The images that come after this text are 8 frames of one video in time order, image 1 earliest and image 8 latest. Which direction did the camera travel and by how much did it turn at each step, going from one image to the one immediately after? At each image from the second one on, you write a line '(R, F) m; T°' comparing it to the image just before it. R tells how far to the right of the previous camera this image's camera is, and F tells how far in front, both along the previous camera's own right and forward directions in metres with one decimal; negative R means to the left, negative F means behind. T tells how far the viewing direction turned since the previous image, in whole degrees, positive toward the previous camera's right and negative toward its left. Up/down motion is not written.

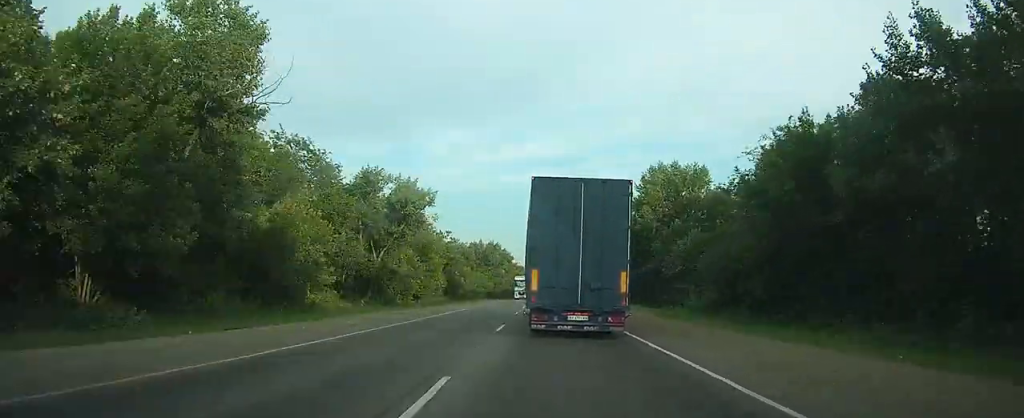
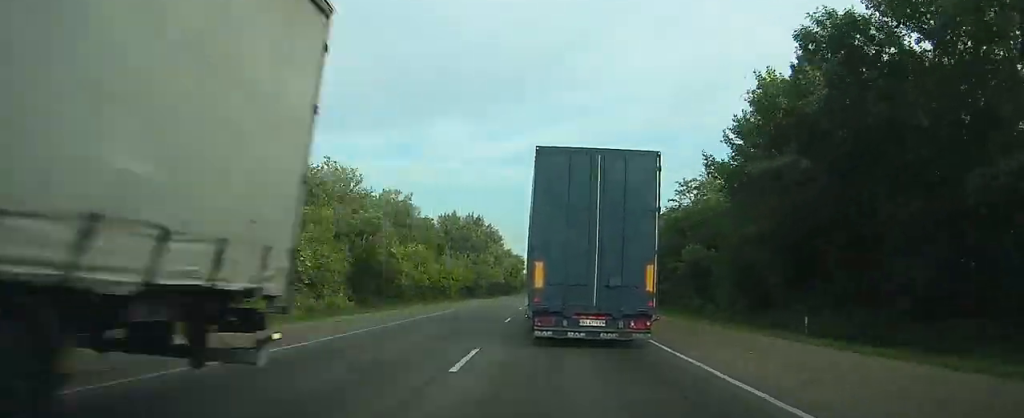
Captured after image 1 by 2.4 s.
(0.0, +63.0) m; 0°
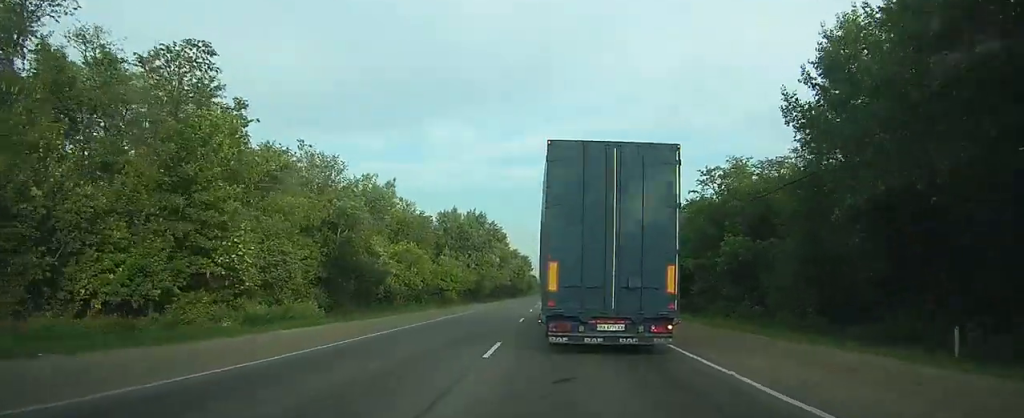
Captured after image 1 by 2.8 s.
(-0.1, +11.5) m; 0°
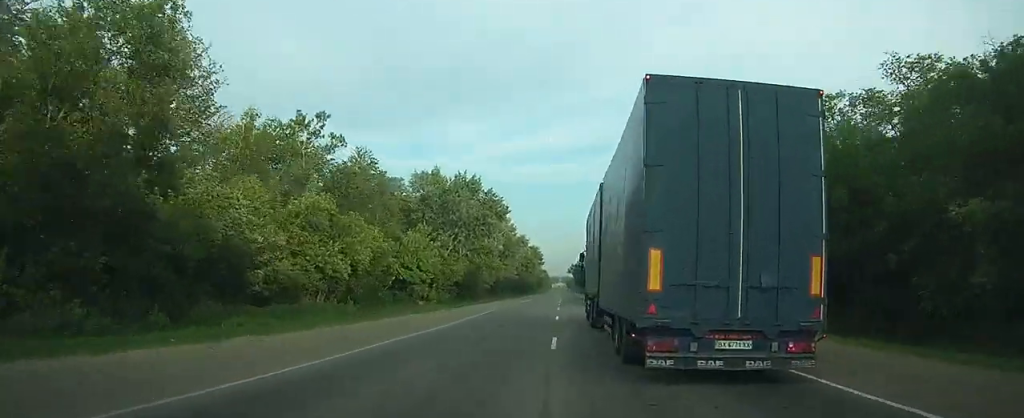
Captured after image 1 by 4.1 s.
(+0.7, +38.5) m; +2°
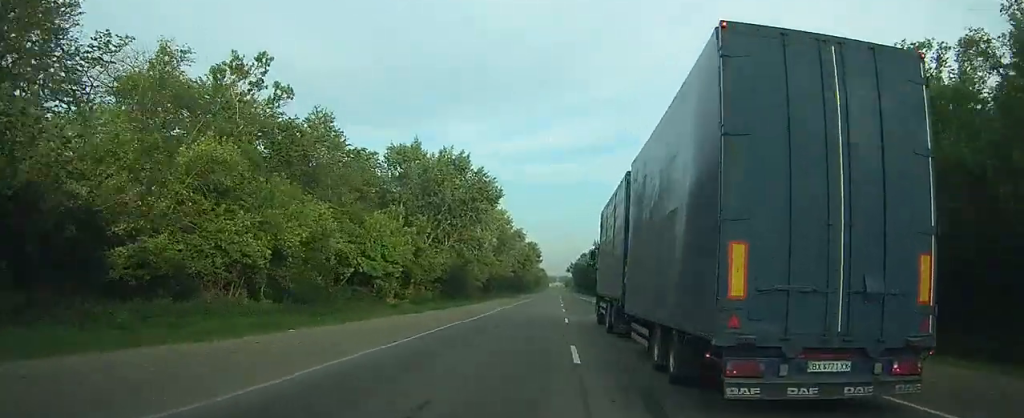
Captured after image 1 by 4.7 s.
(0.0, +14.8) m; 0°
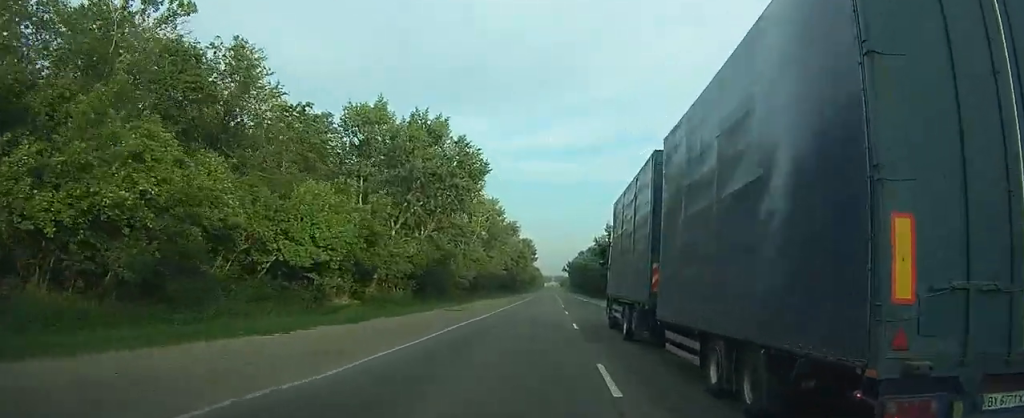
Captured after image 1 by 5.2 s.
(0.0, +15.6) m; 0°
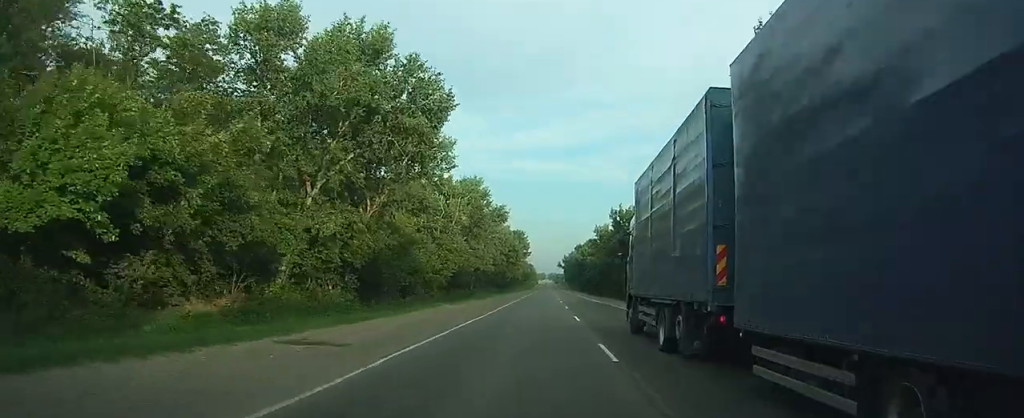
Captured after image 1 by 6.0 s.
(0.0, +20.9) m; 0°
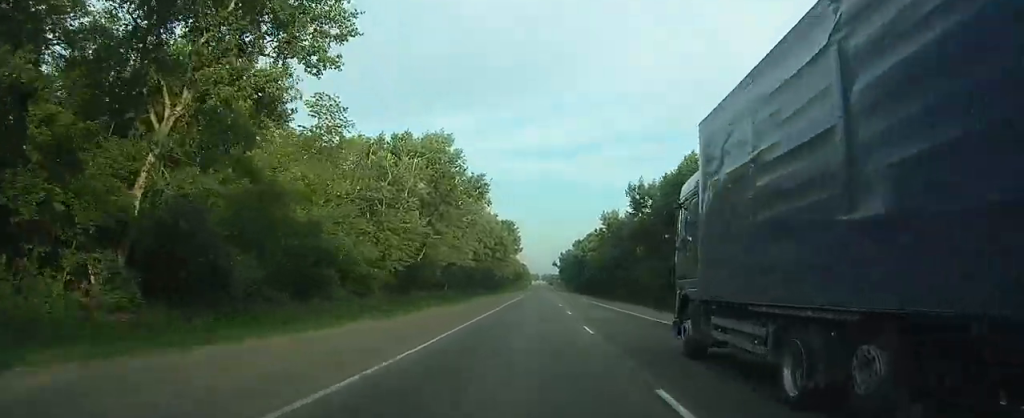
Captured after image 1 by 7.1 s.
(0.0, +29.0) m; 0°
